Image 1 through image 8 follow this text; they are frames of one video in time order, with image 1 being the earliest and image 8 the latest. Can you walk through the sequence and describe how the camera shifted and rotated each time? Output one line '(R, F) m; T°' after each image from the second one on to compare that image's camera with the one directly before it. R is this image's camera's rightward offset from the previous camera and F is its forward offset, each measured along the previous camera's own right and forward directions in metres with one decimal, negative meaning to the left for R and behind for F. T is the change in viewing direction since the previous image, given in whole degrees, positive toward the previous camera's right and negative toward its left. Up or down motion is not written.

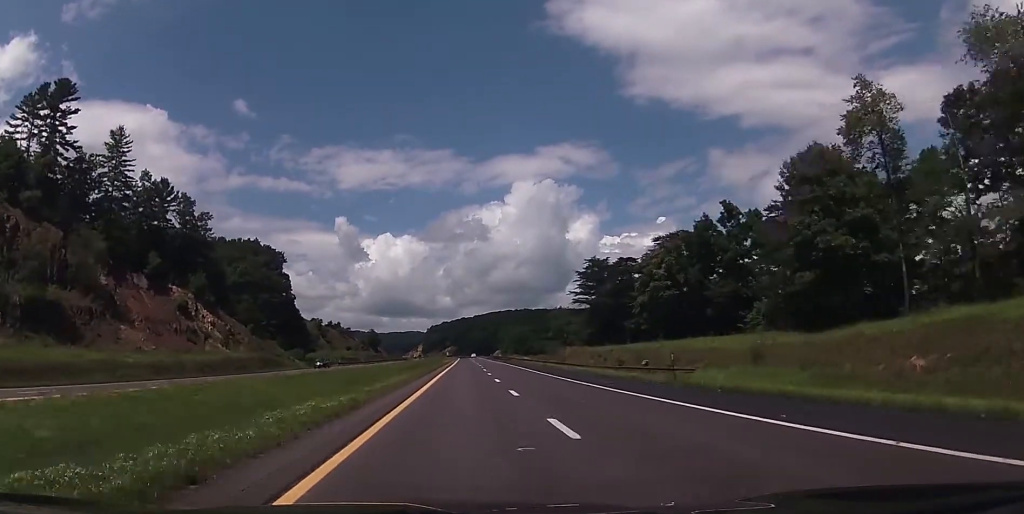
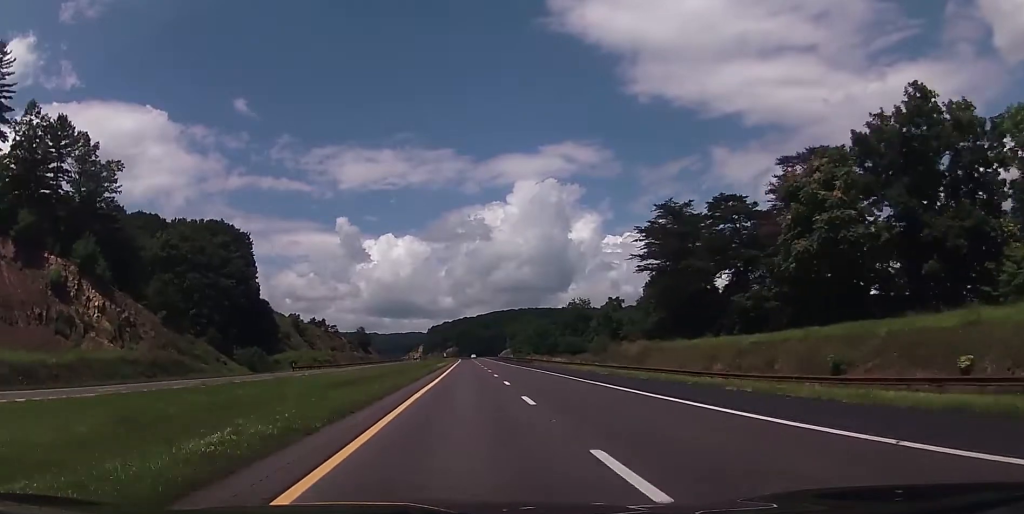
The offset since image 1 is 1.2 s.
(+0.1, +41.2) m; 0°
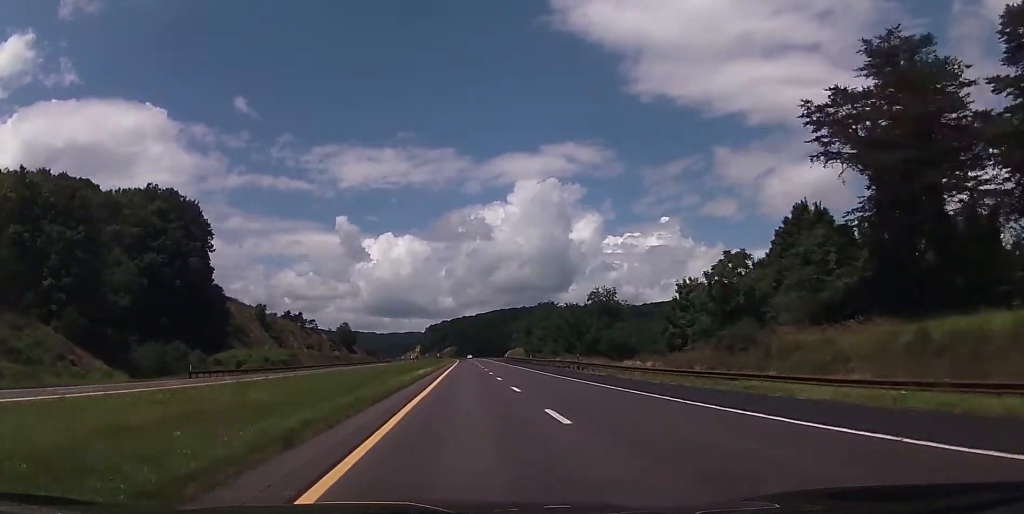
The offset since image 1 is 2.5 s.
(-0.2, +41.1) m; 0°
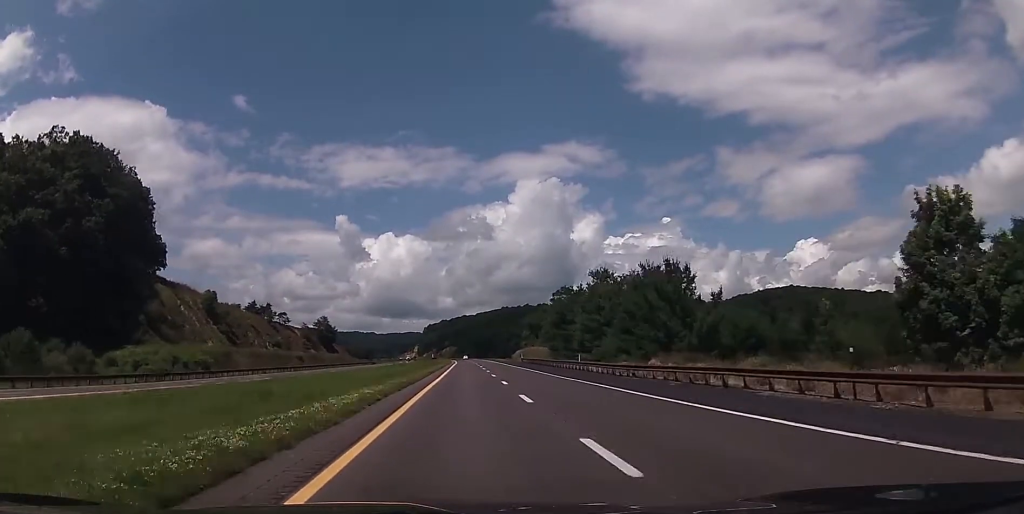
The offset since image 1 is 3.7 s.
(+0.4, +42.3) m; +1°
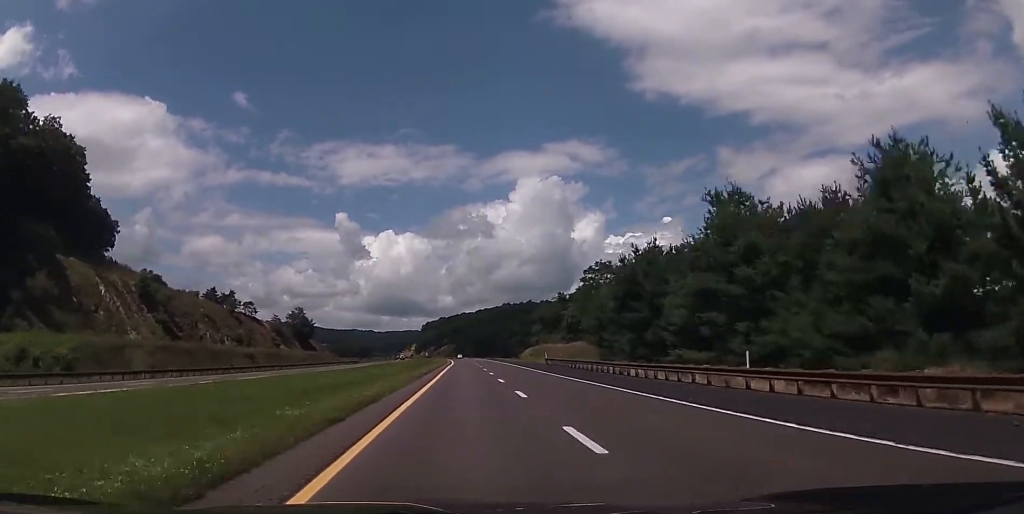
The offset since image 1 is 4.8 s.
(0.0, +34.6) m; -1°
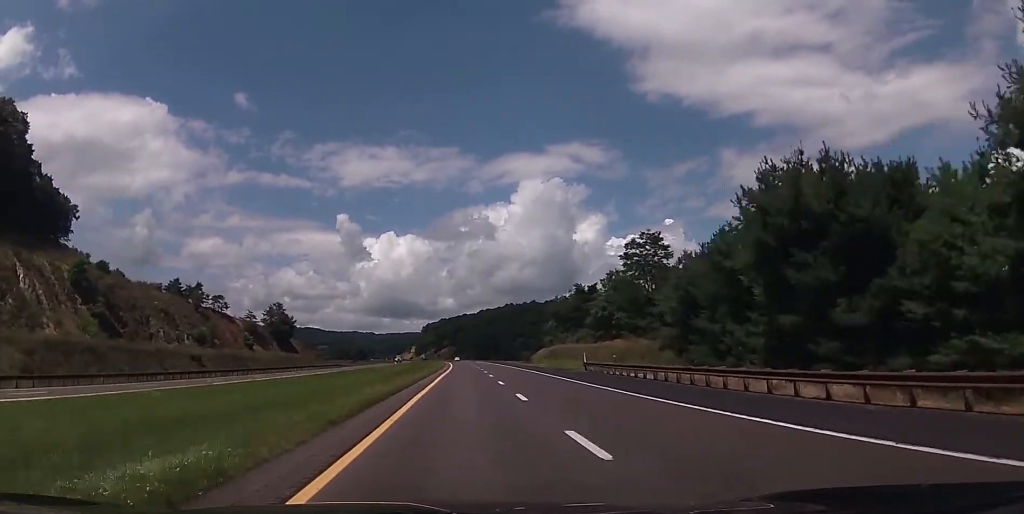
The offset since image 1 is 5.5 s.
(-0.5, +24.5) m; 0°
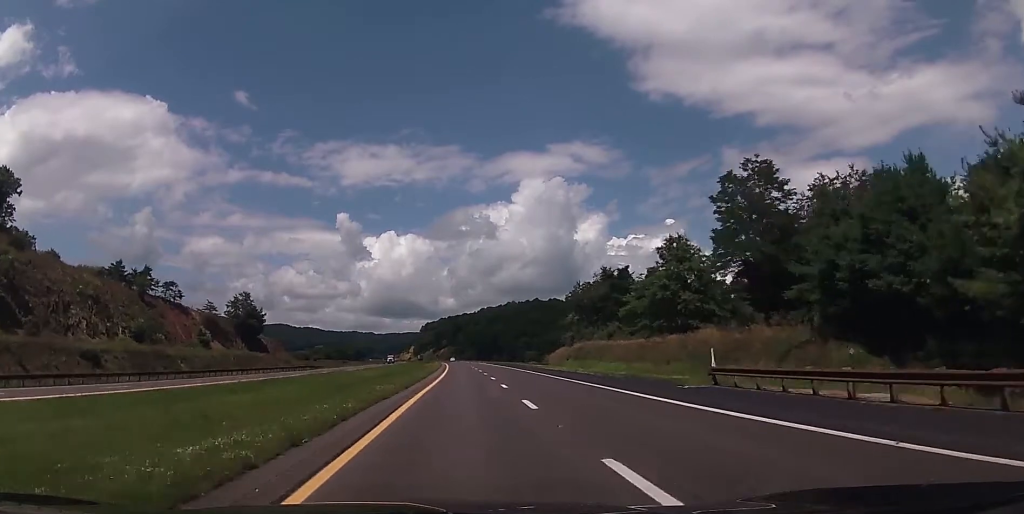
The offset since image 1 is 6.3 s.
(+0.4, +27.8) m; +1°
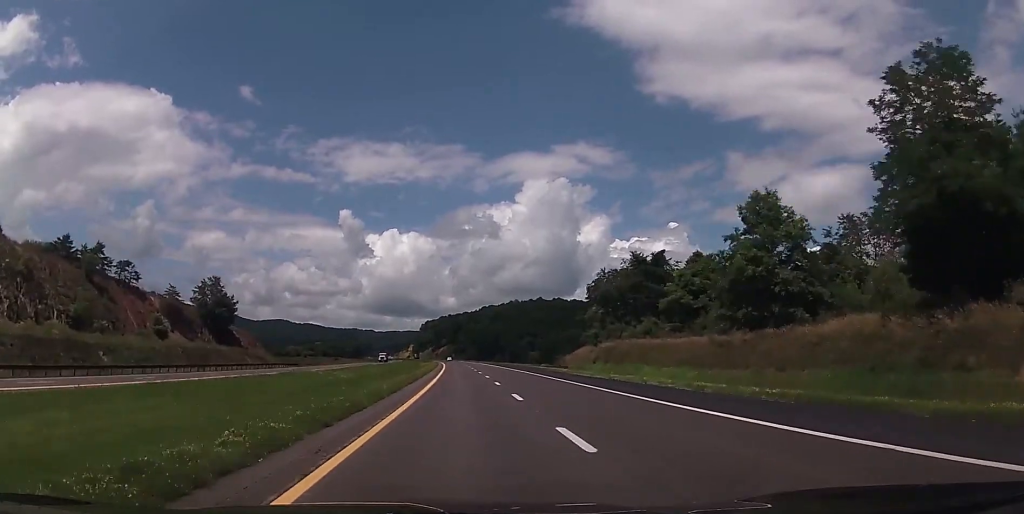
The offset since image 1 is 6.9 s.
(+0.2, +20.0) m; 0°
